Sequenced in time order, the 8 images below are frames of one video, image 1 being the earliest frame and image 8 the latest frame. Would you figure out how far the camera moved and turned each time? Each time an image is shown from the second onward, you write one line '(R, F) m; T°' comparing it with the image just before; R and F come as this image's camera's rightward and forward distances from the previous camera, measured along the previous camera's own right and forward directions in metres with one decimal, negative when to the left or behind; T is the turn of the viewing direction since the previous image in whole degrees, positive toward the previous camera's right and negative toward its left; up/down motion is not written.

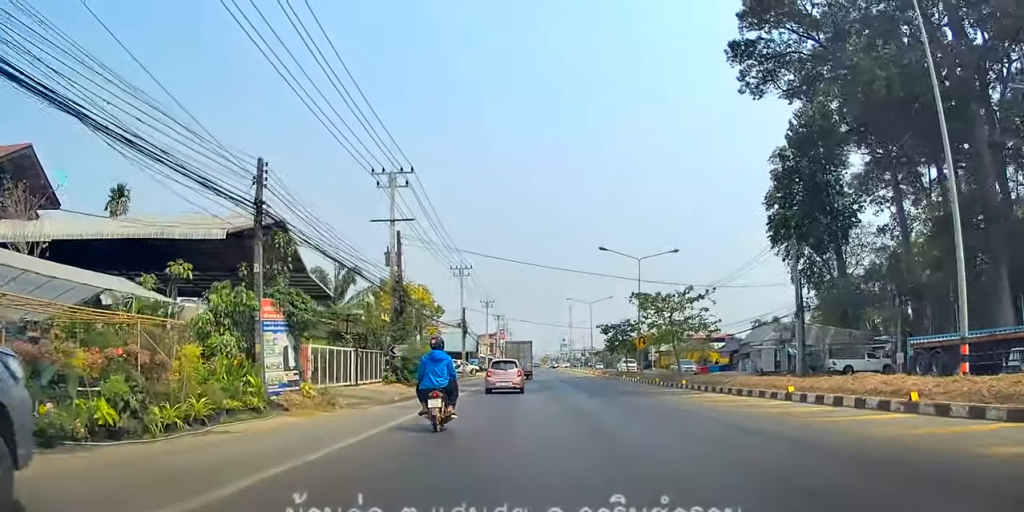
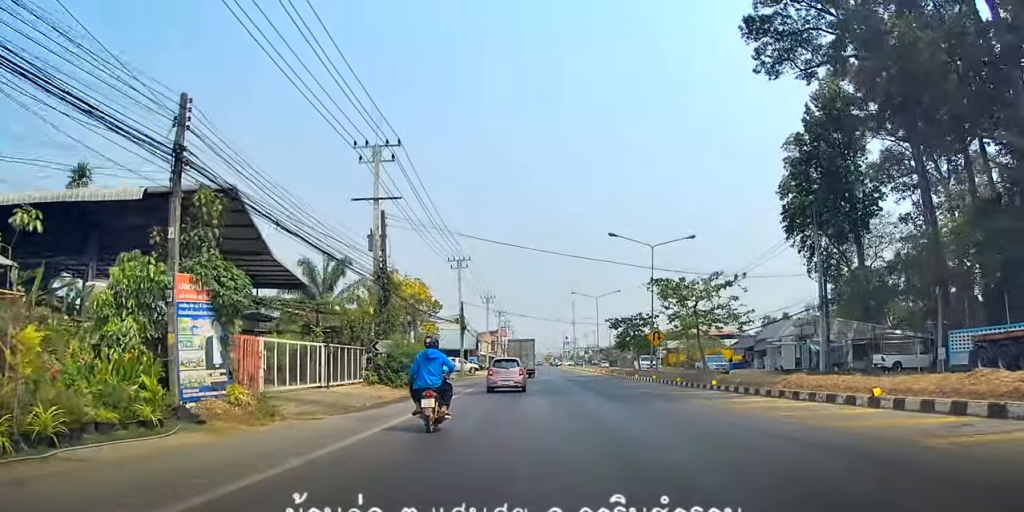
(+0.3, +4.1) m; 0°
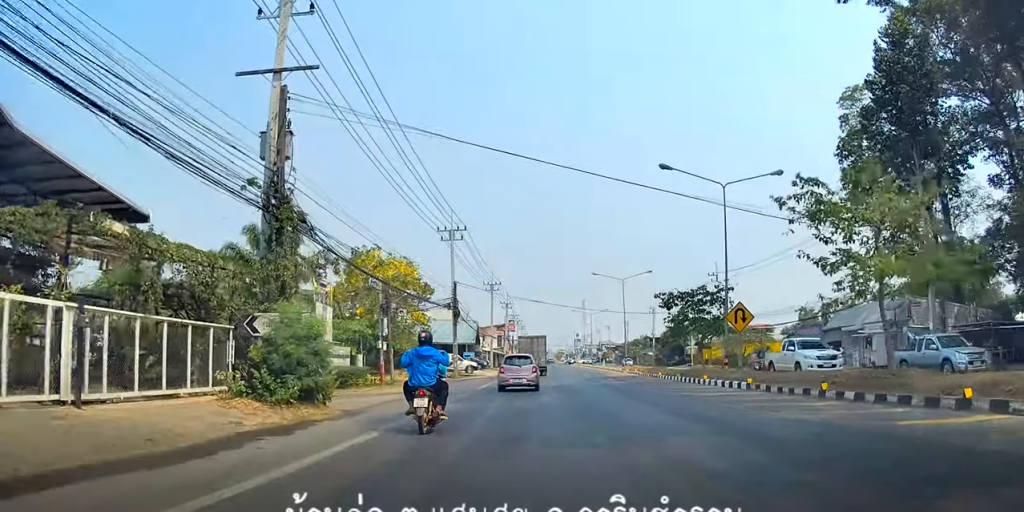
(-0.7, +13.9) m; 0°
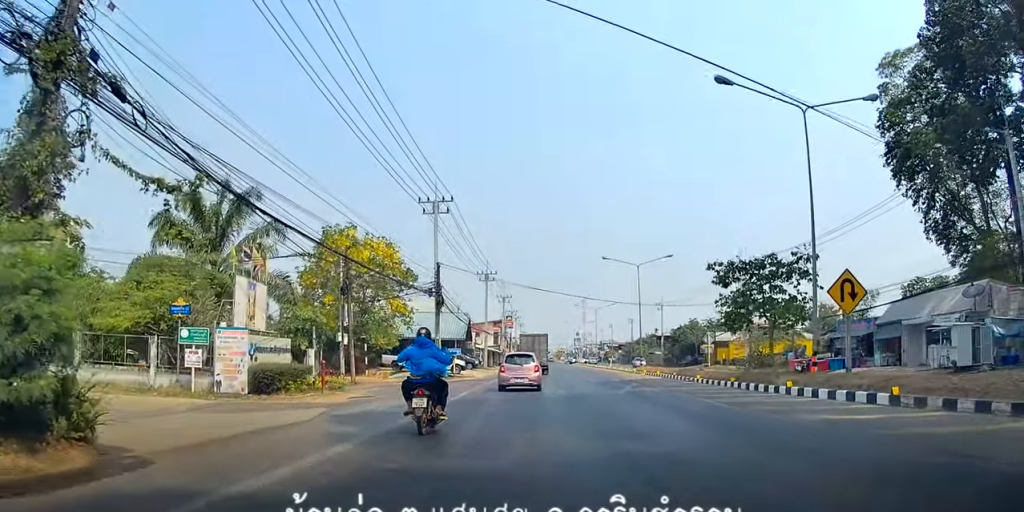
(+0.7, +8.9) m; 0°
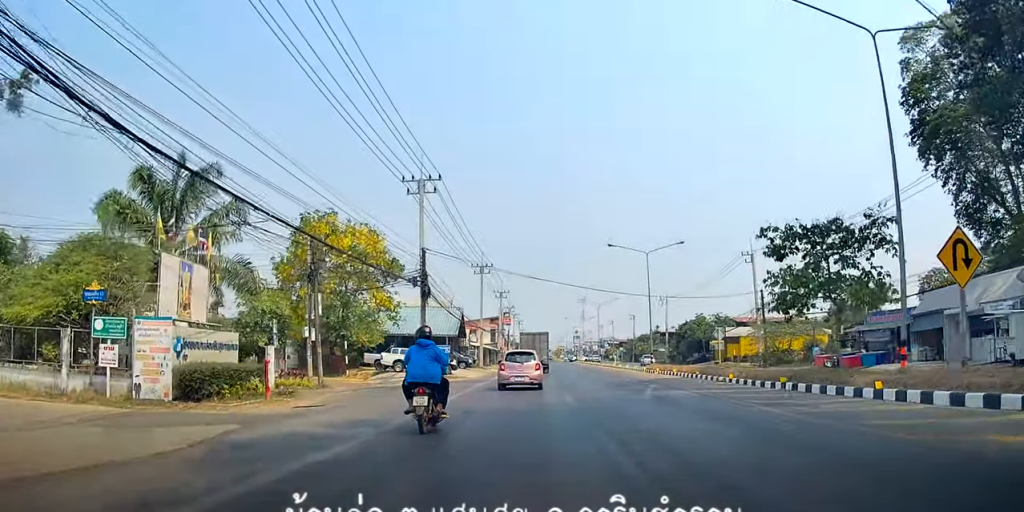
(-0.3, +5.1) m; 0°
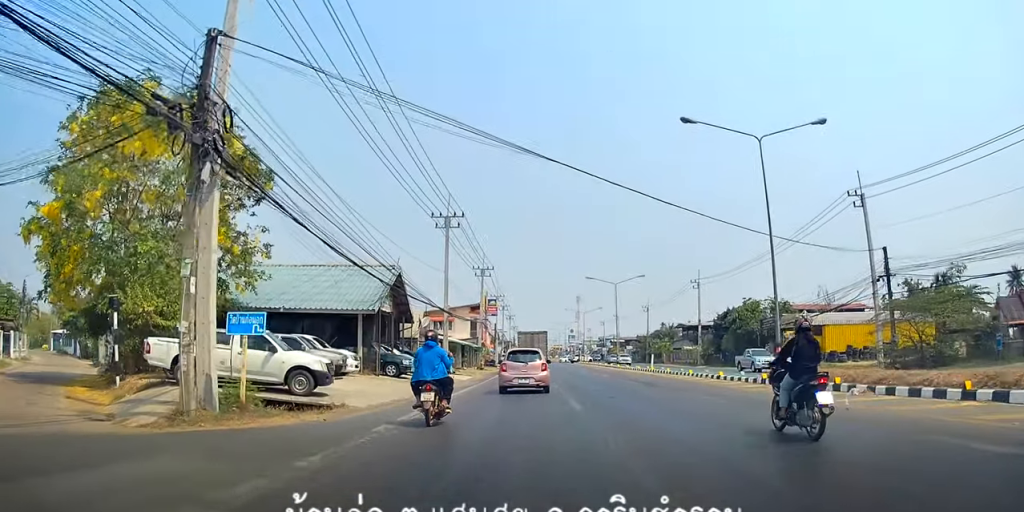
(-0.3, +26.4) m; -4°
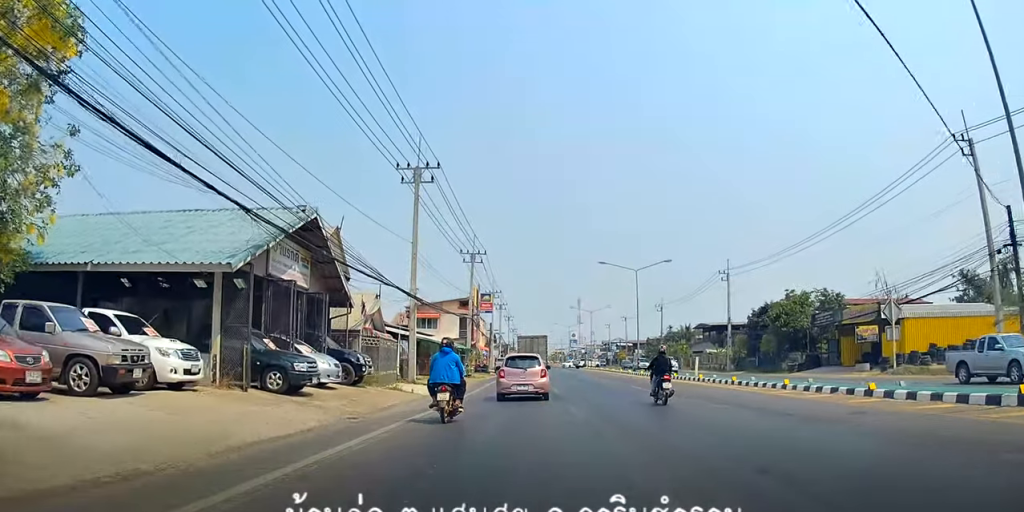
(-0.2, +14.0) m; -1°
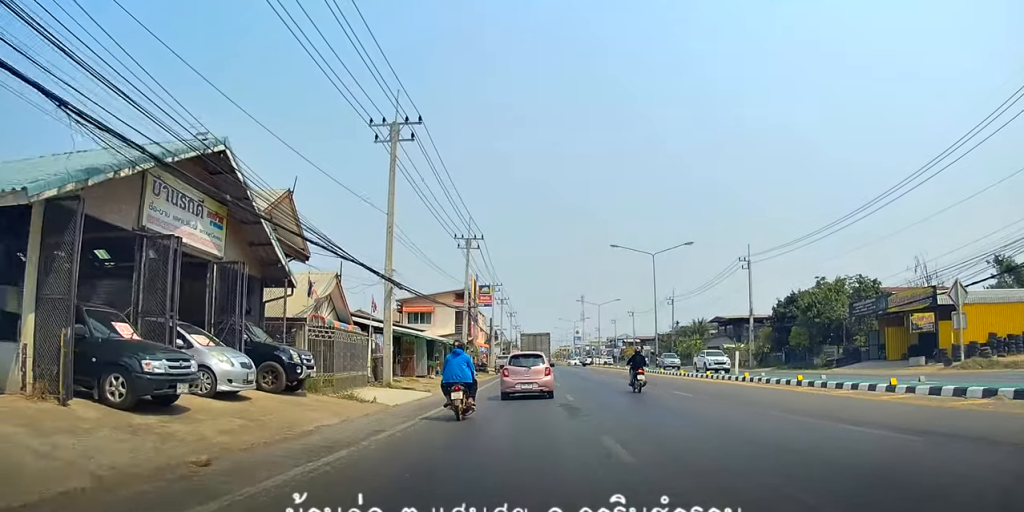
(0.0, +7.1) m; +1°
